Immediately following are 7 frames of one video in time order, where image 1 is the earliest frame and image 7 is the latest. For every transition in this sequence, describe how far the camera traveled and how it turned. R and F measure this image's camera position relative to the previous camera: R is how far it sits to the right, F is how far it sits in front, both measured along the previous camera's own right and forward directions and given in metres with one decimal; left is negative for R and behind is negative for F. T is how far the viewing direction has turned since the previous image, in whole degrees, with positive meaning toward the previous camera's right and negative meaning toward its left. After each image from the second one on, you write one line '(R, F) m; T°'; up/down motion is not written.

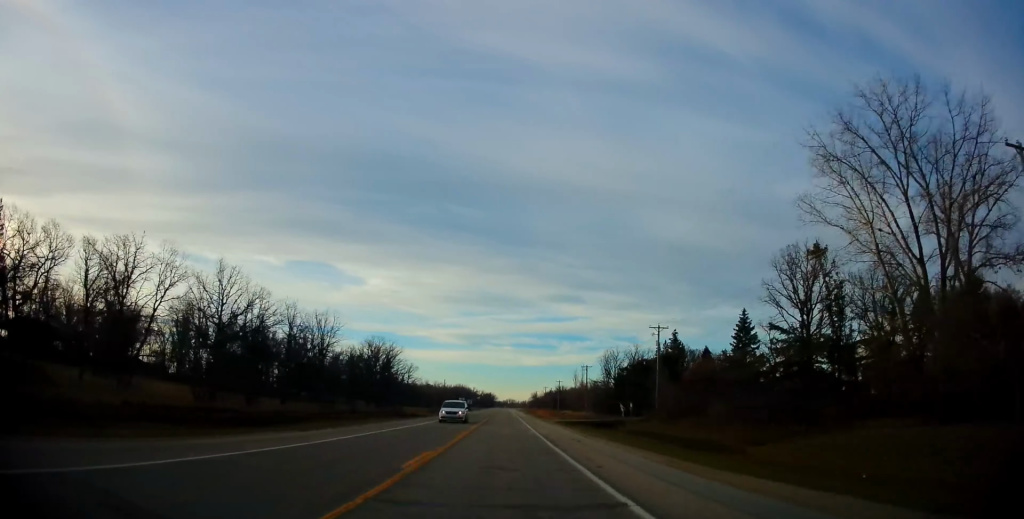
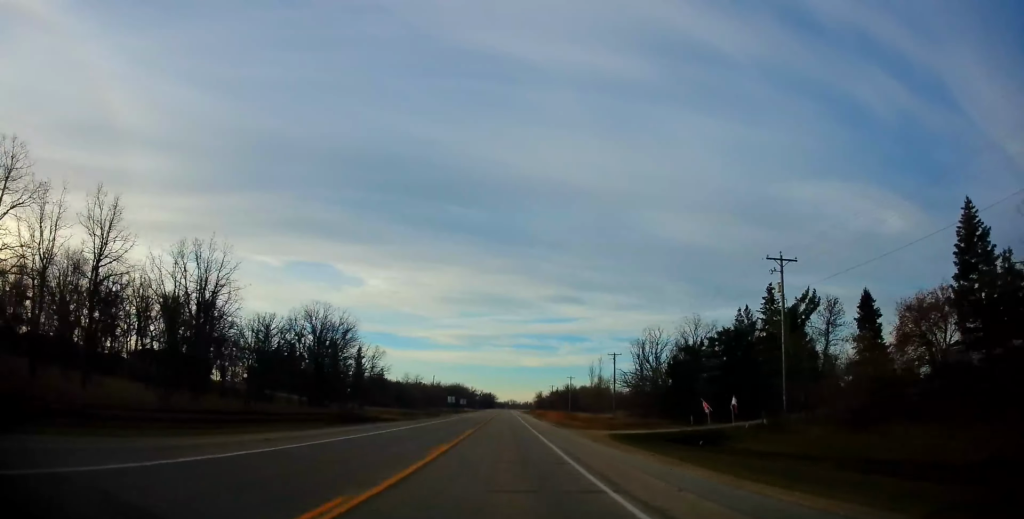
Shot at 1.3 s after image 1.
(-0.1, +29.0) m; 0°
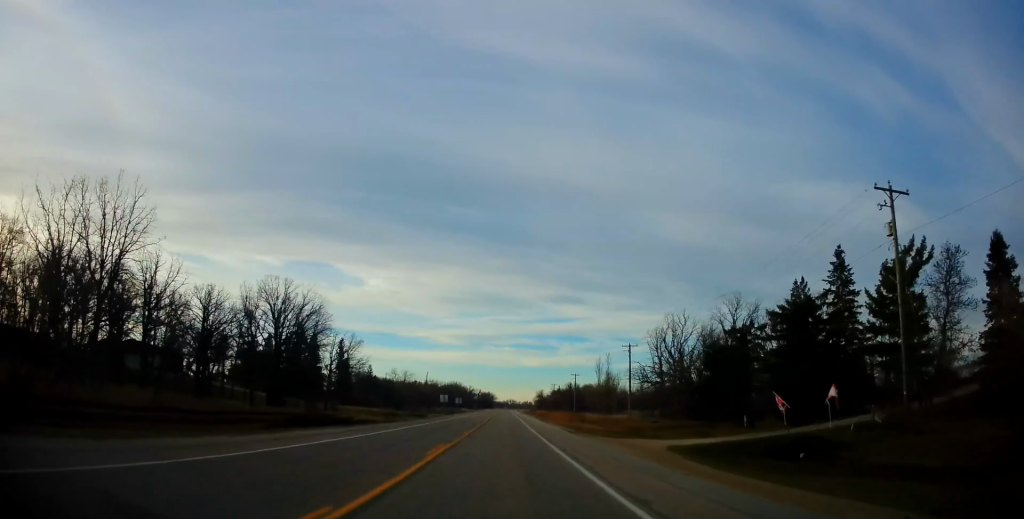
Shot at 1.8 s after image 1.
(0.0, +12.9) m; 0°
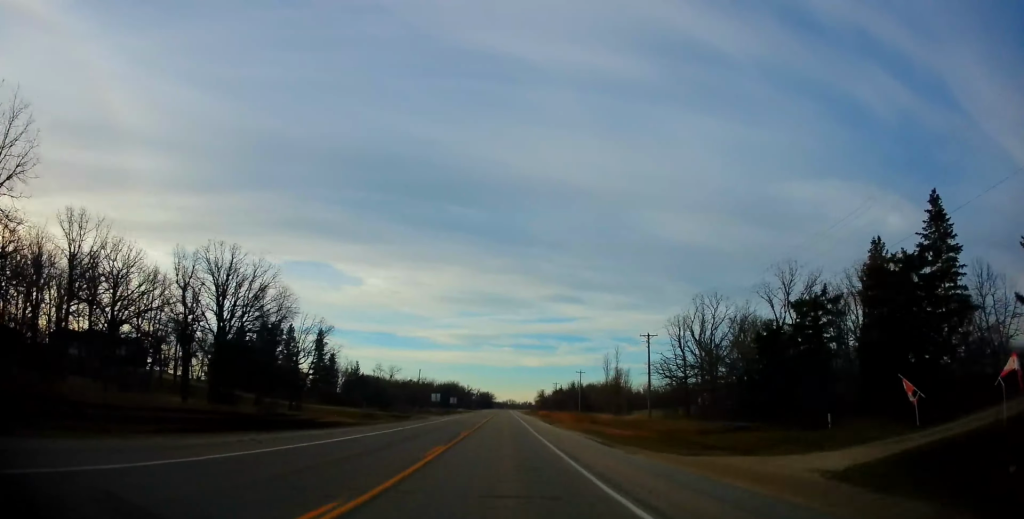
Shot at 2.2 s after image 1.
(0.0, +12.1) m; 0°
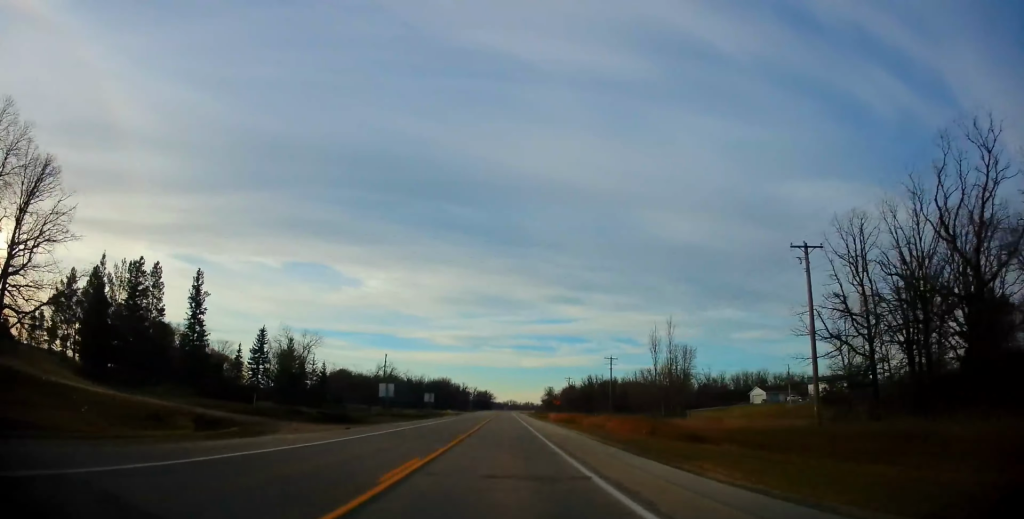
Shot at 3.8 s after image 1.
(+0.1, +46.5) m; 0°
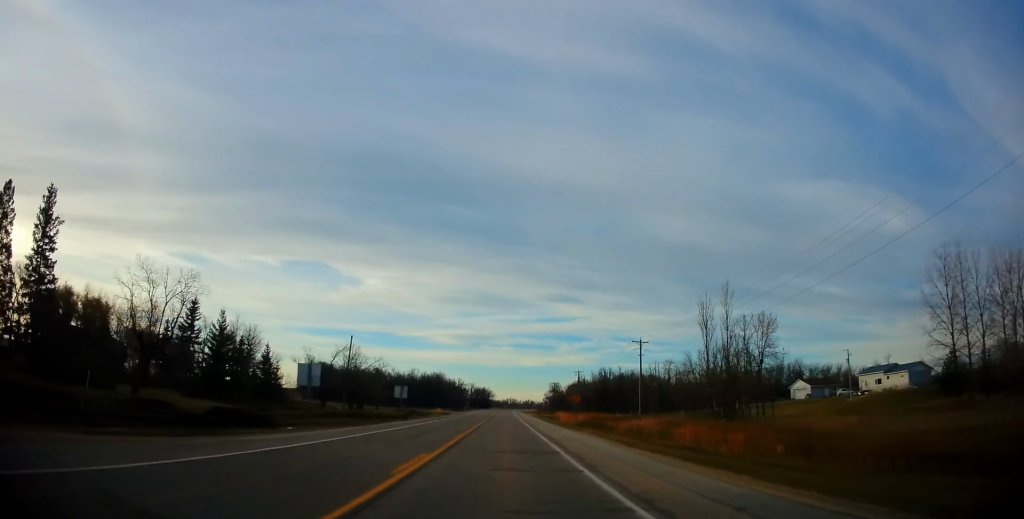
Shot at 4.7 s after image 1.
(-0.1, +24.8) m; 0°
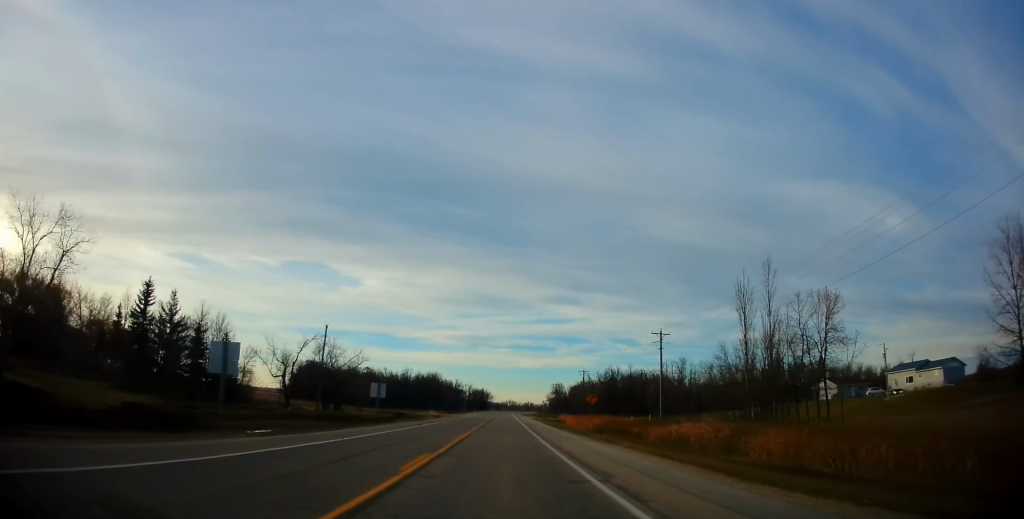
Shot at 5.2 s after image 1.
(0.0, +11.7) m; 0°
